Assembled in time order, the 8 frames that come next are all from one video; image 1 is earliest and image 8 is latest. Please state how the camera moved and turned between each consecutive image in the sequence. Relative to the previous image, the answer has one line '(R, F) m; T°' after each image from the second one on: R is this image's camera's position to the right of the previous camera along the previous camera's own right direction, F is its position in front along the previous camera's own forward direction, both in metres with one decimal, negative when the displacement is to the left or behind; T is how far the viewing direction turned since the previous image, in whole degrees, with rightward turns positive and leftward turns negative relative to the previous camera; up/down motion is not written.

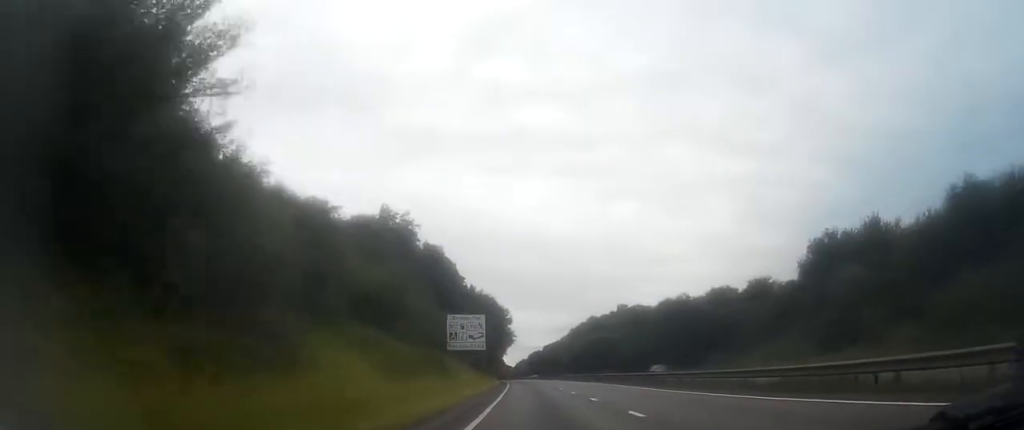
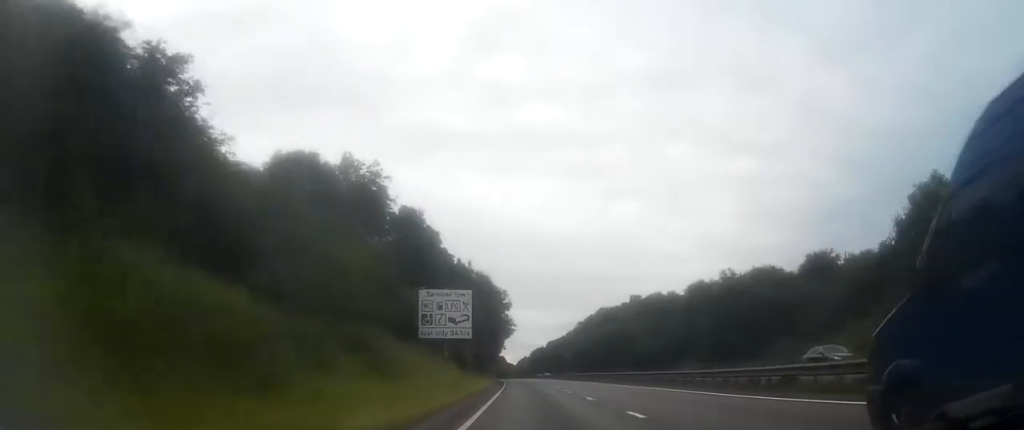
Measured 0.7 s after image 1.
(0.0, +18.6) m; -1°
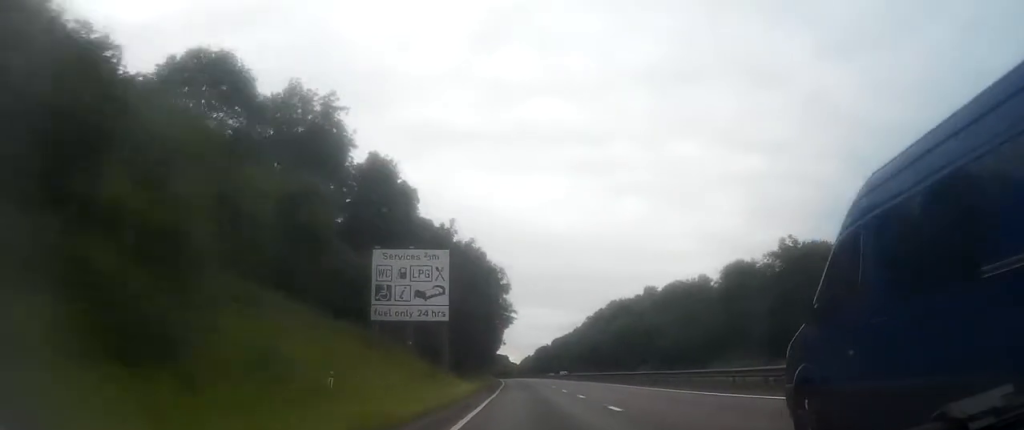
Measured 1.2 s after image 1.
(0.0, +15.7) m; -1°
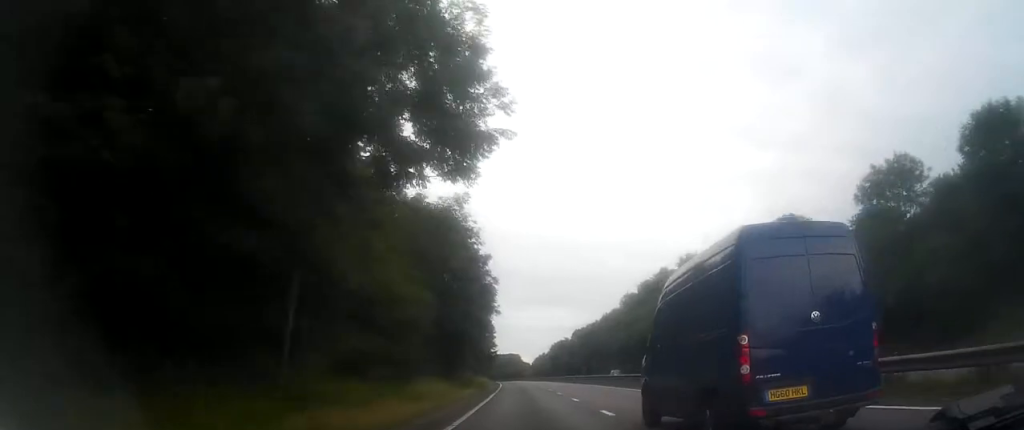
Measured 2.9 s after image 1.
(-0.5, +45.4) m; -1°
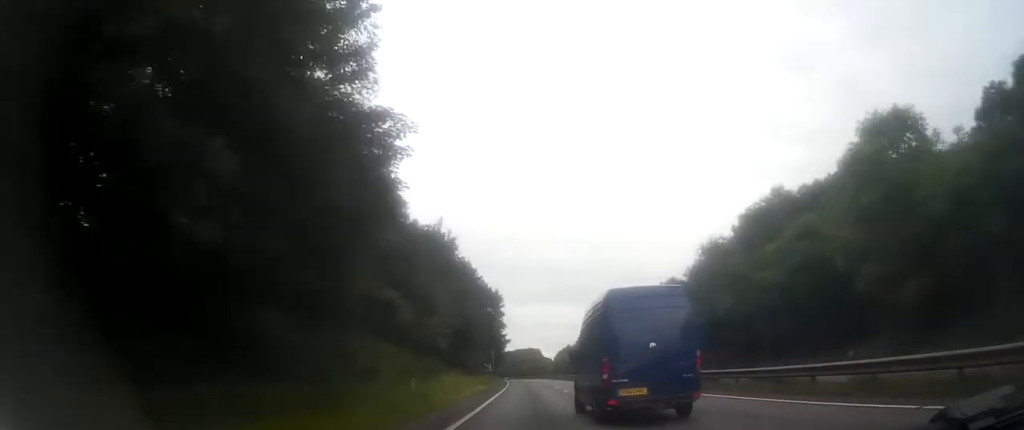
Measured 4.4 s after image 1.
(-0.5, +43.7) m; -2°
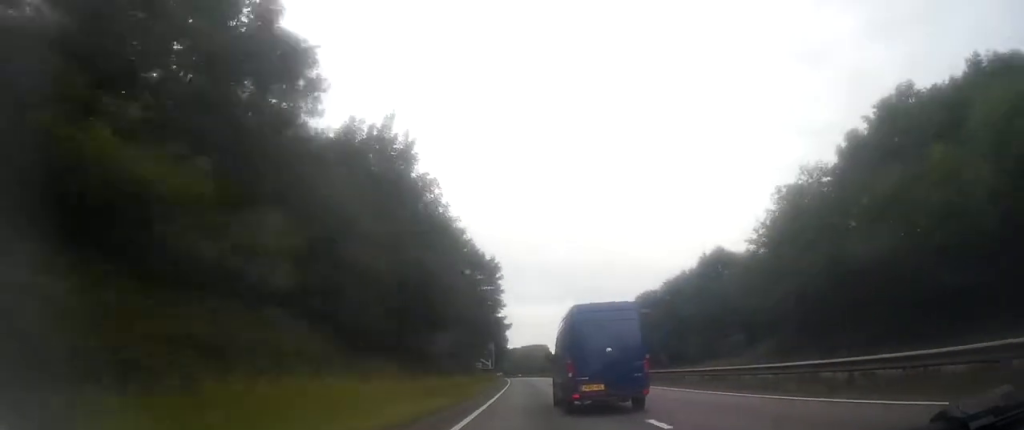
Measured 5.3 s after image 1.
(-0.1, +24.2) m; -1°
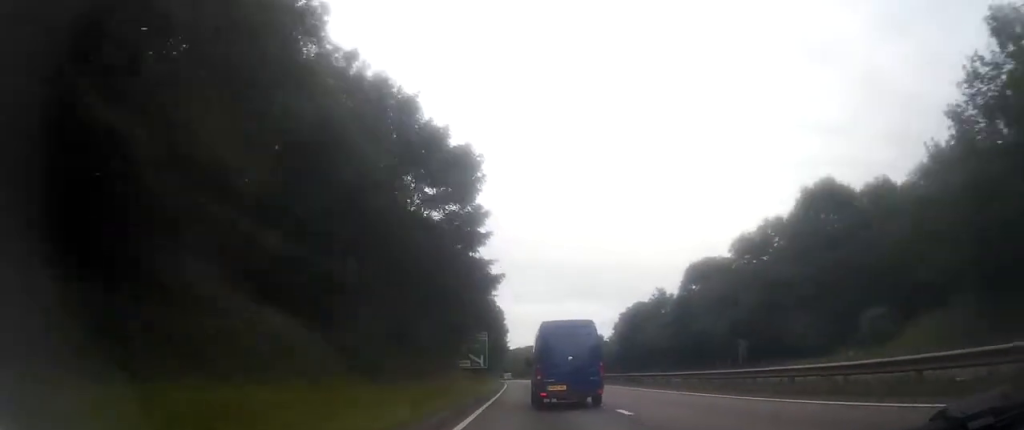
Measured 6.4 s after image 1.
(-0.3, +31.7) m; 0°
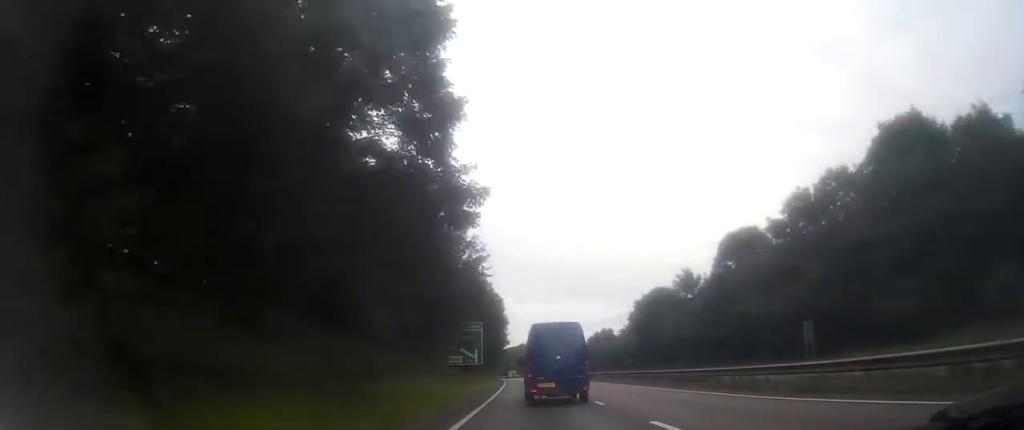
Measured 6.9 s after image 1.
(+0.1, +14.1) m; 0°
